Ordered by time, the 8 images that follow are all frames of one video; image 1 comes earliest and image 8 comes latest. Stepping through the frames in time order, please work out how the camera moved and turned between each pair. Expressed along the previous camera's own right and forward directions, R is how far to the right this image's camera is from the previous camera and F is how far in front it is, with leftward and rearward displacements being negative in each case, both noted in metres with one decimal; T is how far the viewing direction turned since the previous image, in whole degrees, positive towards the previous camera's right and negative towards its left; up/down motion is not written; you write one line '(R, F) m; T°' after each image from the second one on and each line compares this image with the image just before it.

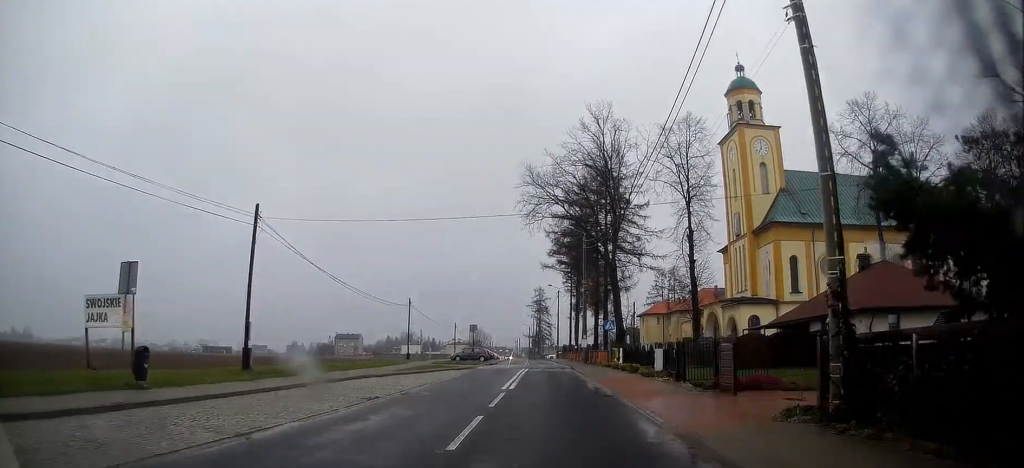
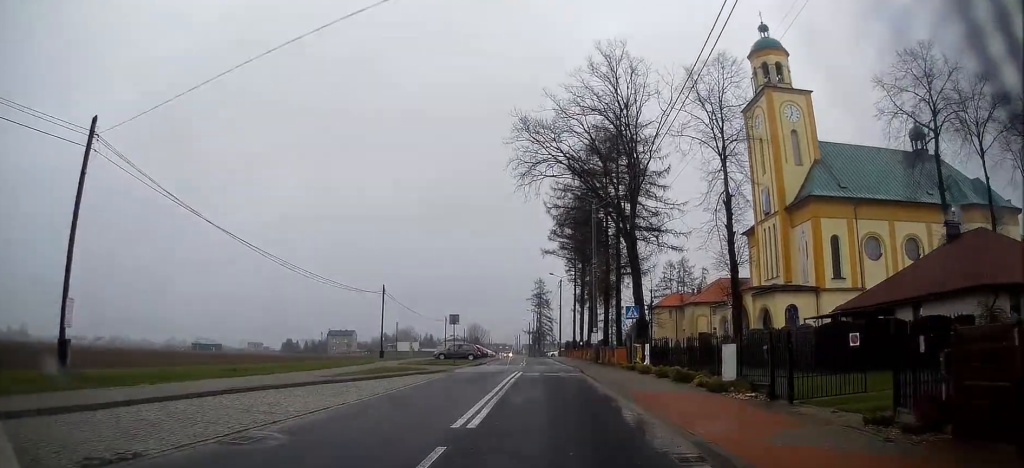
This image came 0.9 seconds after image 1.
(+0.1, +10.1) m; 0°
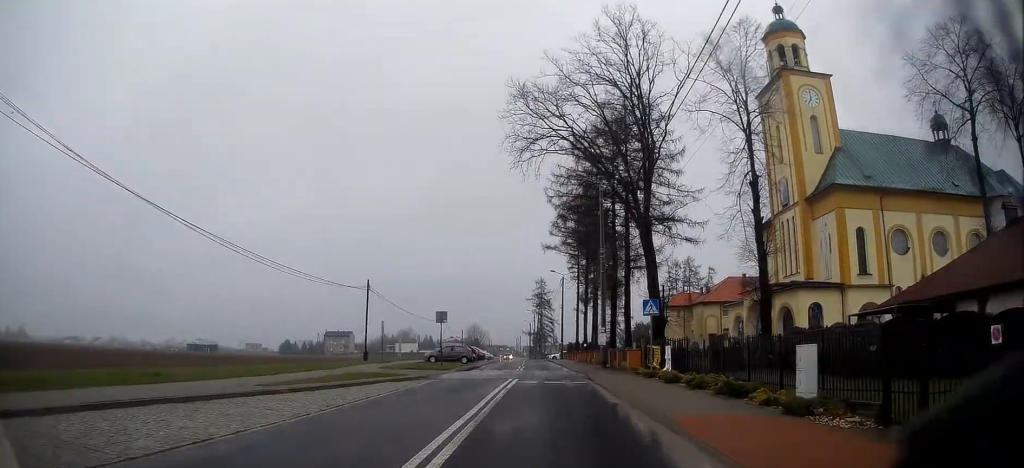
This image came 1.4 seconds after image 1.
(+0.1, +4.9) m; 0°
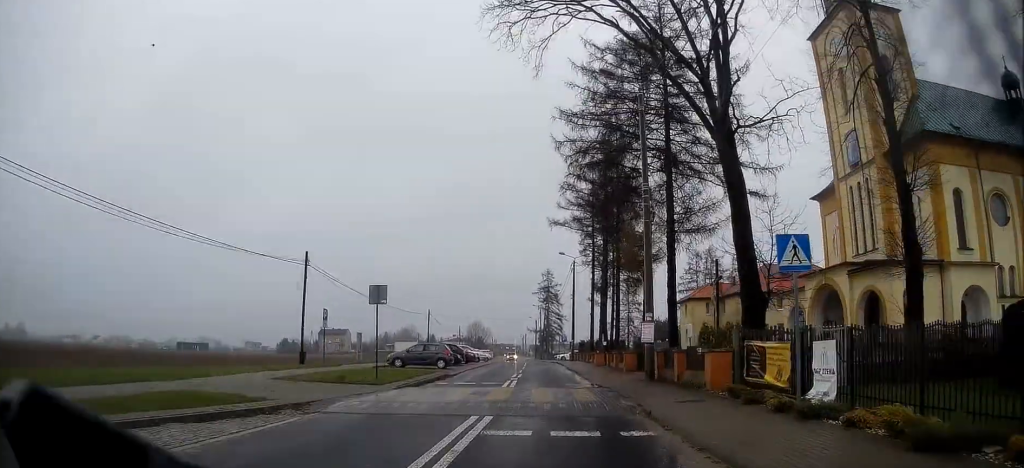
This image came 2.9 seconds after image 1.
(-0.5, +13.8) m; -1°
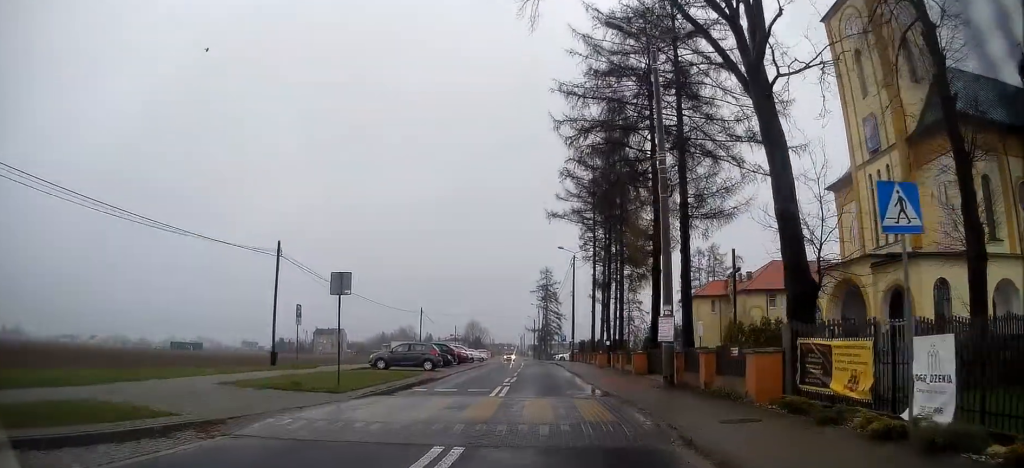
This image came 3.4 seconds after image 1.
(-0.1, +4.0) m; +1°
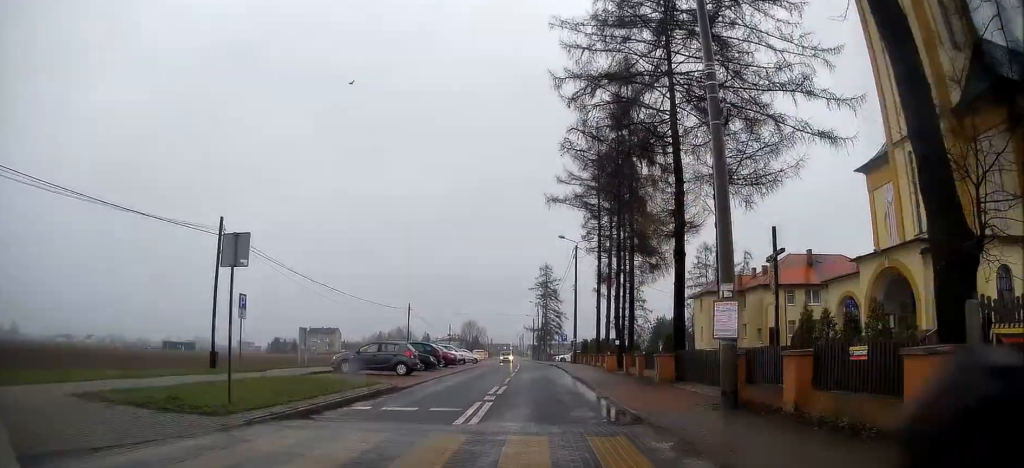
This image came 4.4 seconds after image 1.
(+0.4, +6.6) m; 0°
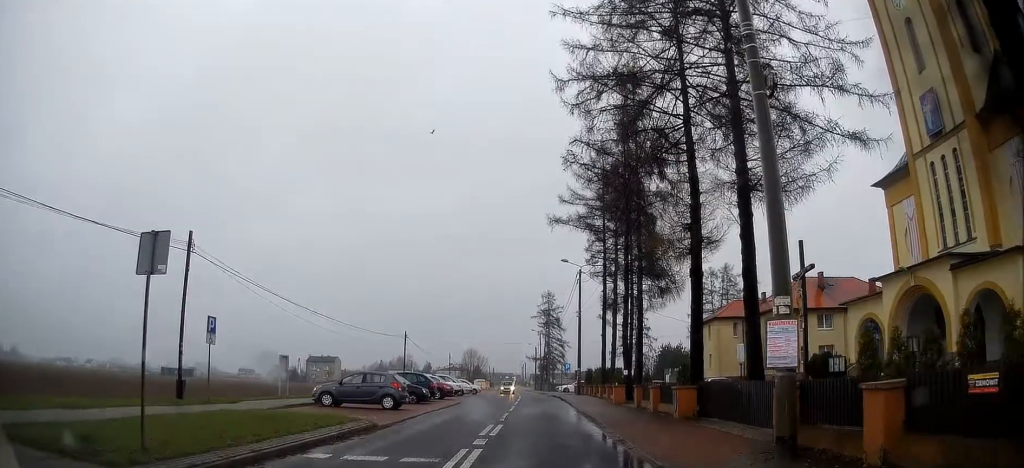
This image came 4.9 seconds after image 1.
(-0.2, +2.8) m; -1°
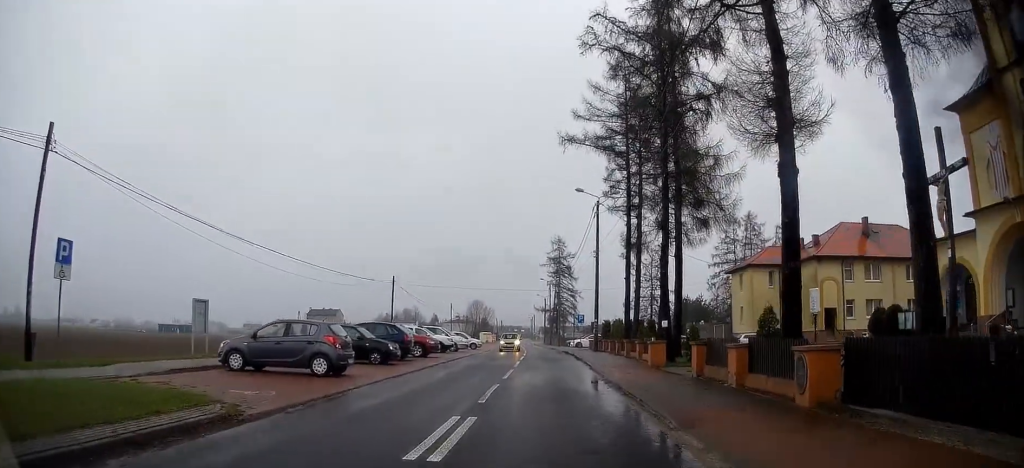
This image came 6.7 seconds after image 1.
(0.0, +8.7) m; -1°
